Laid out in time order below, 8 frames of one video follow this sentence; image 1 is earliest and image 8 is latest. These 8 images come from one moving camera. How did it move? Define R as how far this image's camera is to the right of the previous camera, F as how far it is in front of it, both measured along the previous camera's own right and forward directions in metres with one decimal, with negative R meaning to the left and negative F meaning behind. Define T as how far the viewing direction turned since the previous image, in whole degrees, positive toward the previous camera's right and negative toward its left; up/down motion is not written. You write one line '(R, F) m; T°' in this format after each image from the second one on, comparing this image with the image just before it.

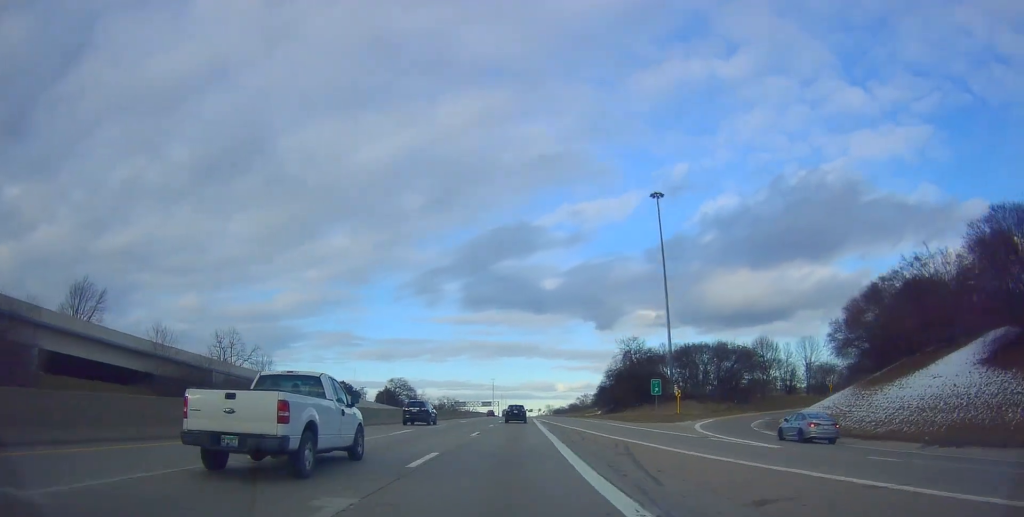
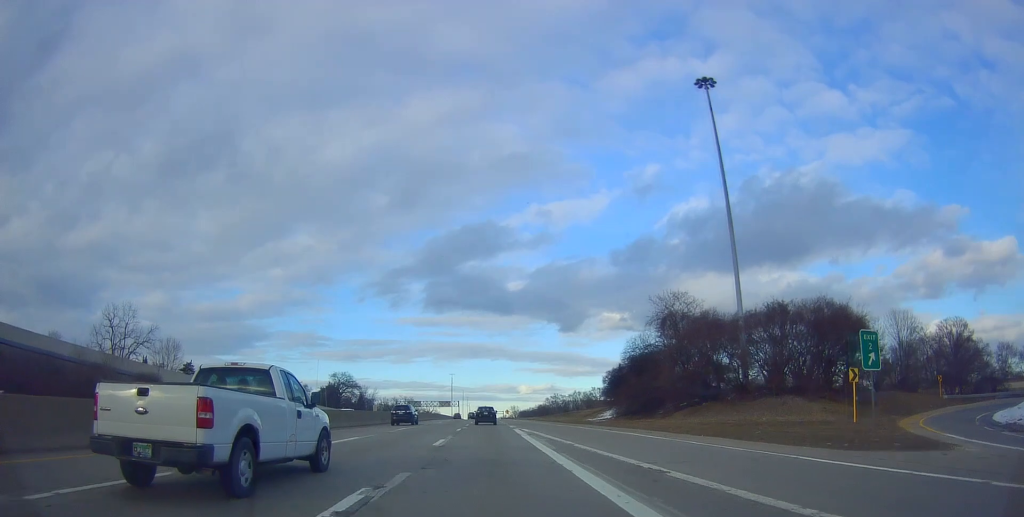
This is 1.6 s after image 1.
(-1.4, +39.4) m; -1°
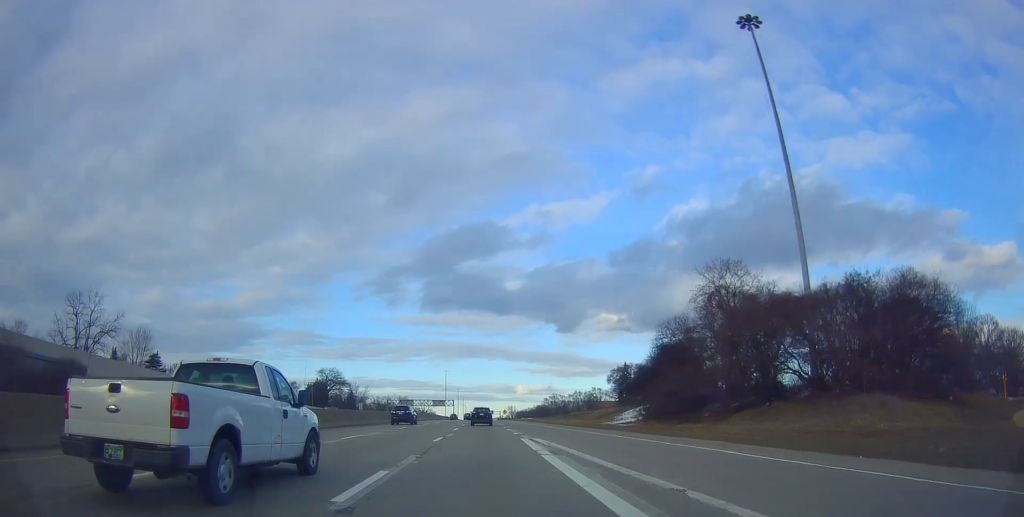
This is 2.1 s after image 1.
(-0.2, +13.4) m; +2°
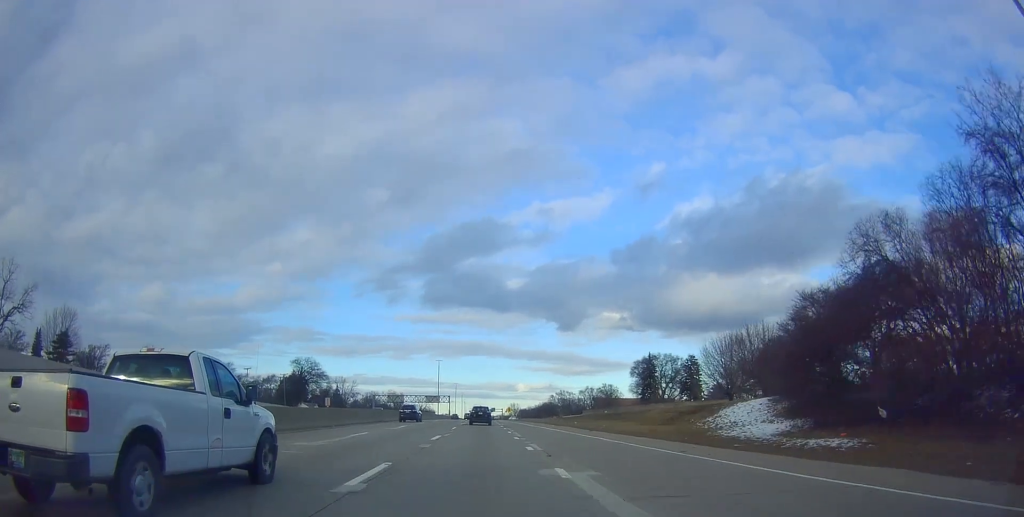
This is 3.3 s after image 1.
(+1.5, +30.2) m; +2°
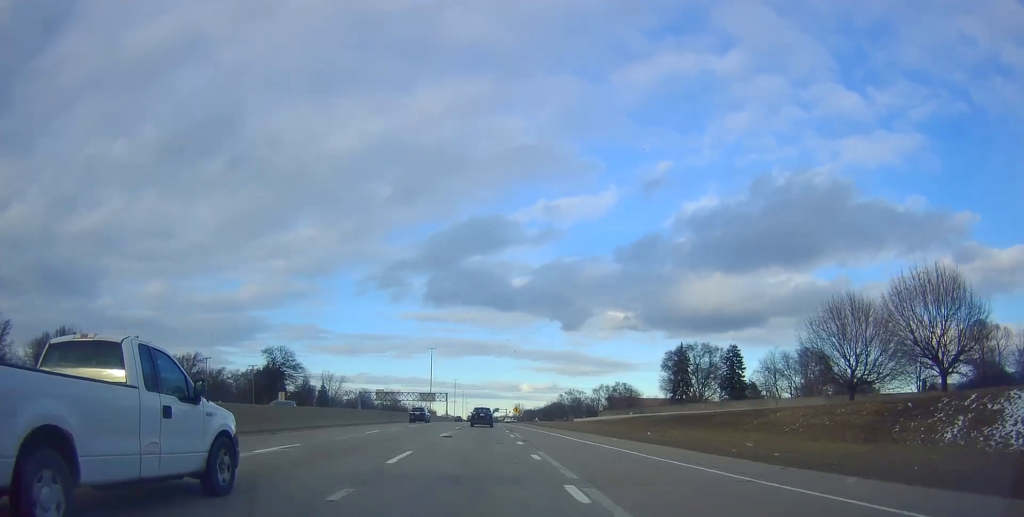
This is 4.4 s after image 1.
(-0.5, +26.7) m; -1°
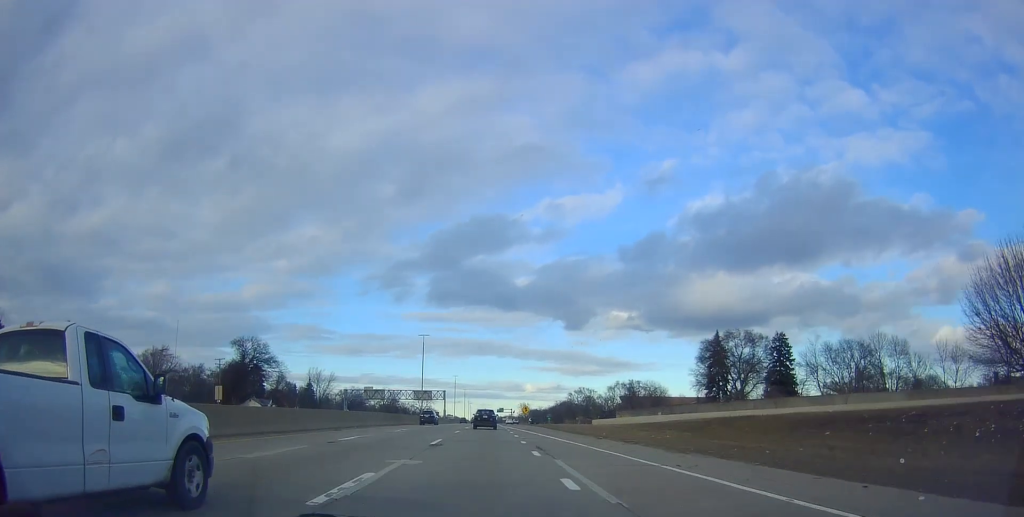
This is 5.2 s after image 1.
(-0.4, +21.7) m; +1°
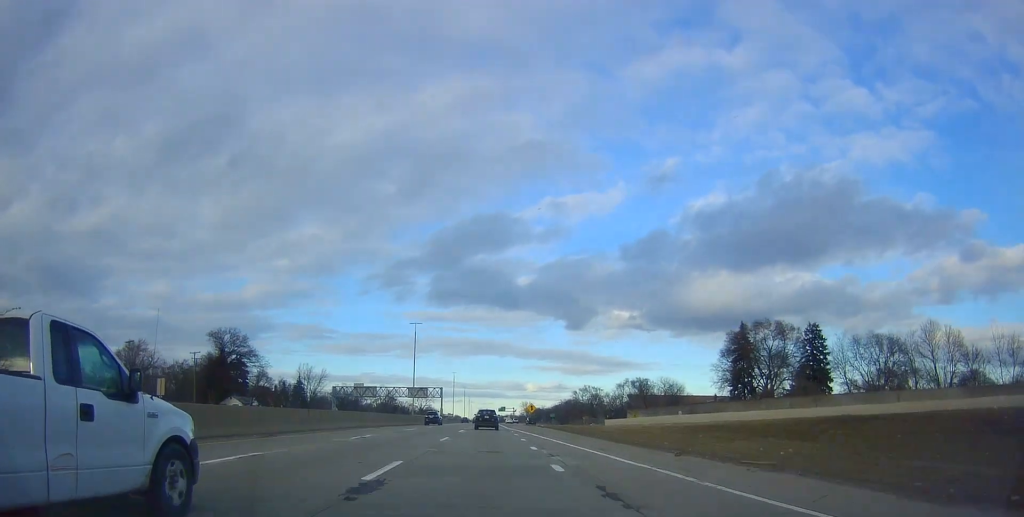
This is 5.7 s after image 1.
(+0.6, +12.5) m; +1°
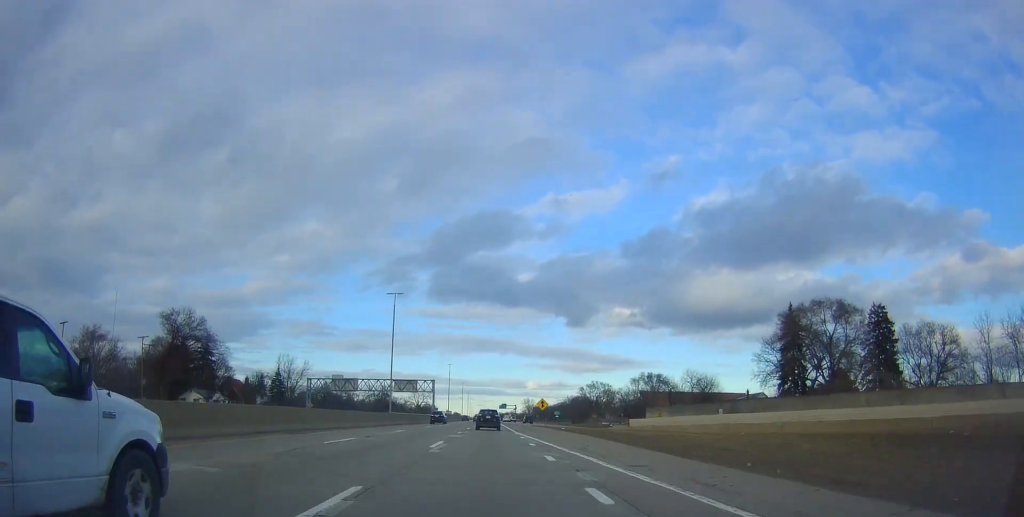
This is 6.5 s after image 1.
(+0.2, +20.1) m; +1°
